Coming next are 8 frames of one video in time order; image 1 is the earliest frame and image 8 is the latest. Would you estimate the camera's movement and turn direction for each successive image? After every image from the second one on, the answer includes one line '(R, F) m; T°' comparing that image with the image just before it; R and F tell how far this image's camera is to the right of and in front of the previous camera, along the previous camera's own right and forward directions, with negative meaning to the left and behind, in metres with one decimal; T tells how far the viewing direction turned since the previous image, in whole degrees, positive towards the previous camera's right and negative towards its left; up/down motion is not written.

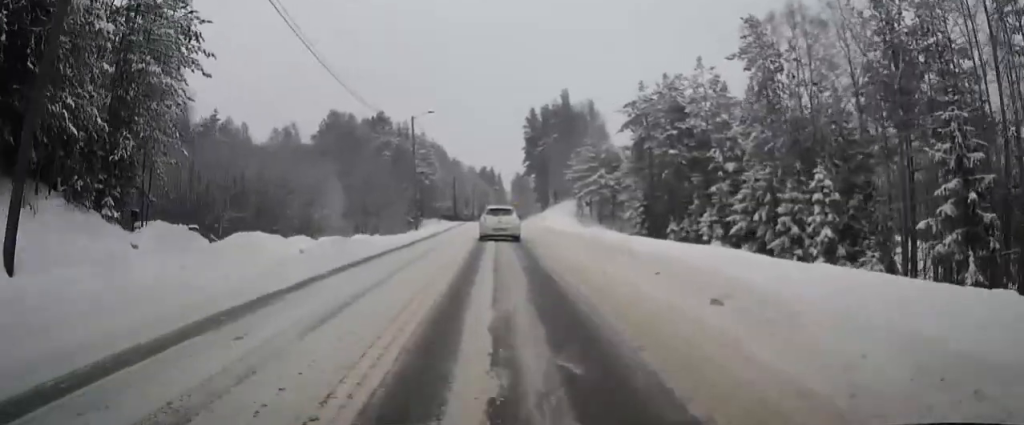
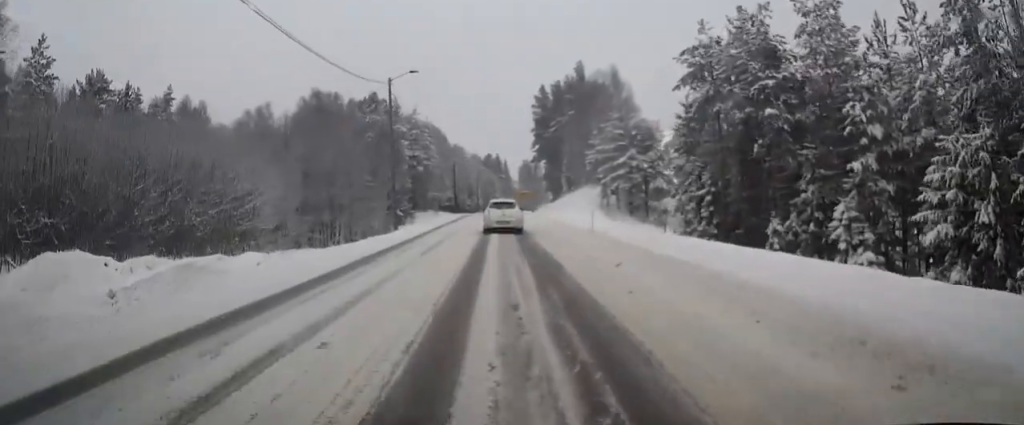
(-0.2, +14.1) m; -1°
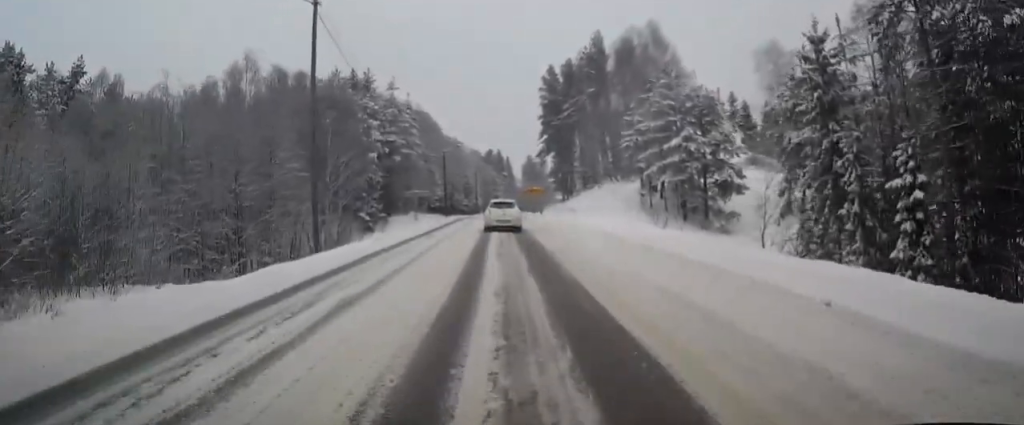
(+0.1, +18.5) m; +1°
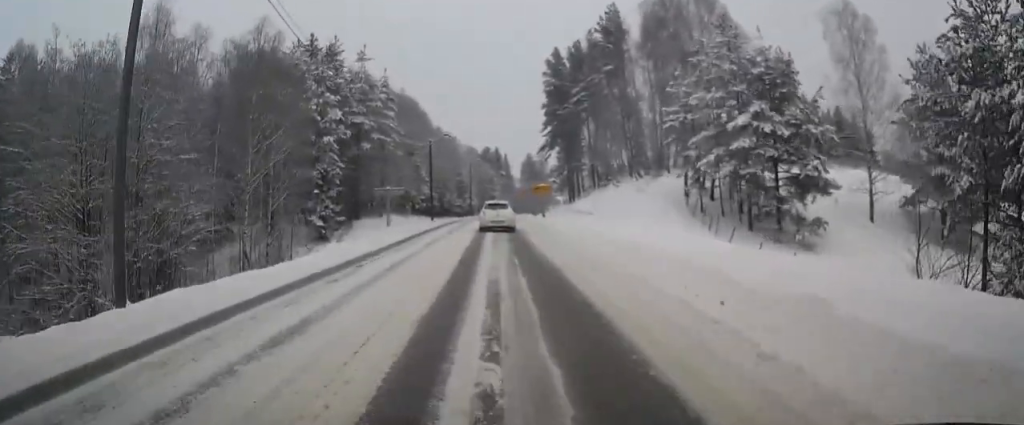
(+0.1, +12.8) m; 0°
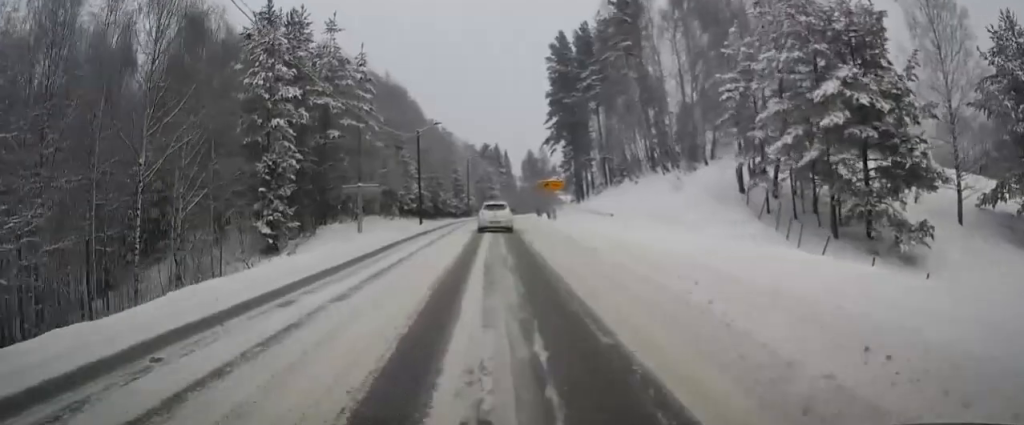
(0.0, +9.0) m; 0°
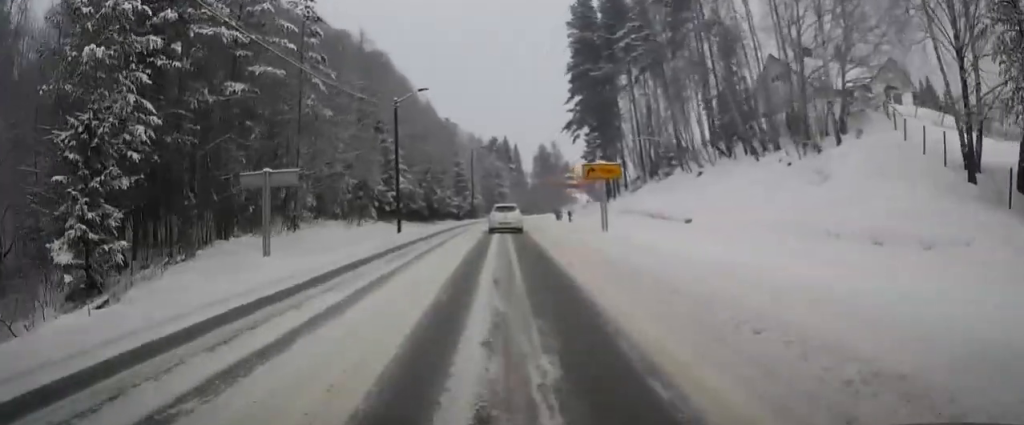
(-0.1, +15.7) m; 0°
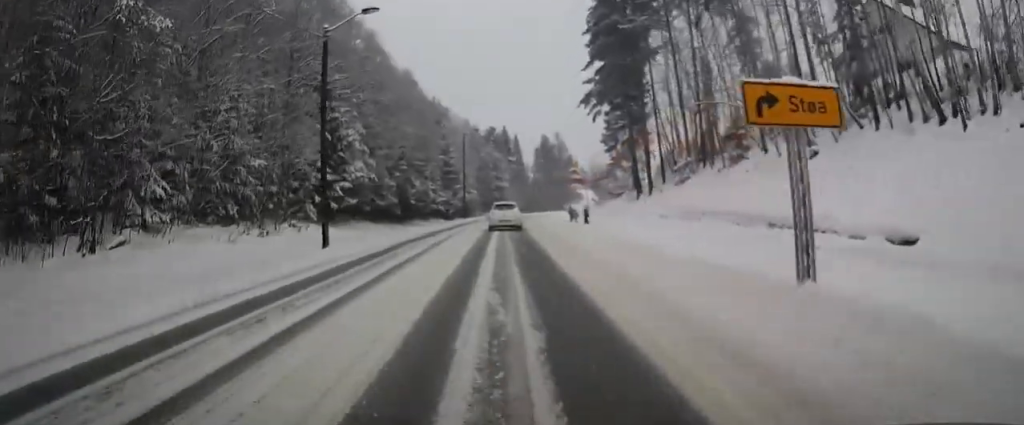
(0.0, +15.6) m; 0°
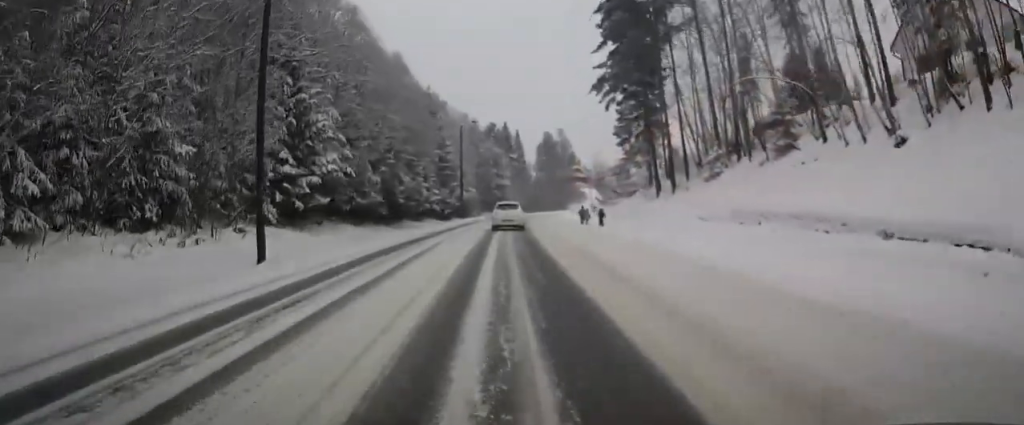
(0.0, +6.2) m; 0°
